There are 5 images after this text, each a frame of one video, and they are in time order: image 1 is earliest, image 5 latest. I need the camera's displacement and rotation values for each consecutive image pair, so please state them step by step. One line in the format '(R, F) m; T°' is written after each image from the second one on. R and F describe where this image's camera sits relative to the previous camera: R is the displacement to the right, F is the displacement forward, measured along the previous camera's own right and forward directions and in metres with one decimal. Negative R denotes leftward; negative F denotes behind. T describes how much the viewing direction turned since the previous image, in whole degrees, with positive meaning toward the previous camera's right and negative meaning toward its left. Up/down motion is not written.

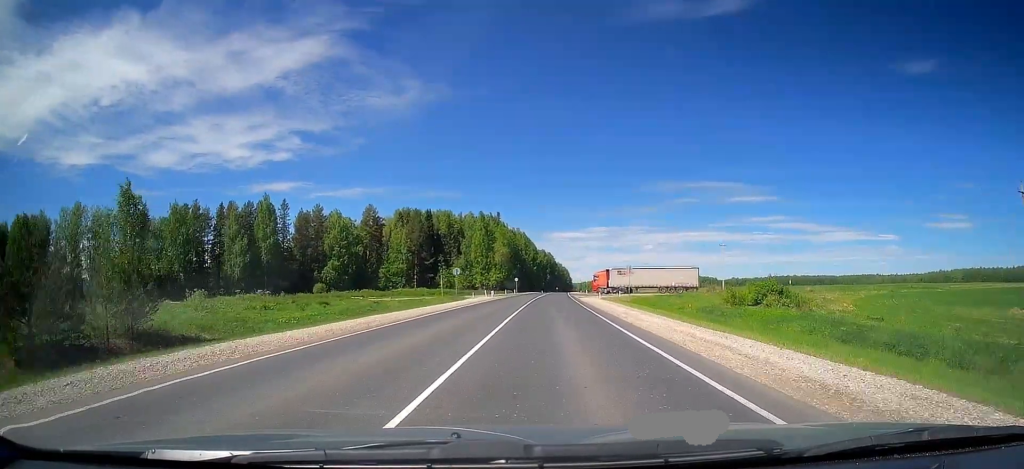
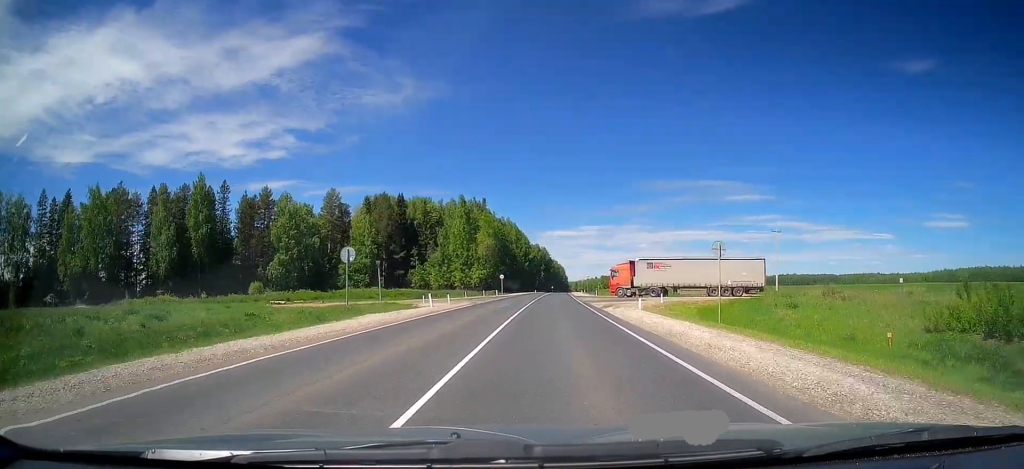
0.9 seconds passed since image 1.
(+0.2, +27.9) m; +1°
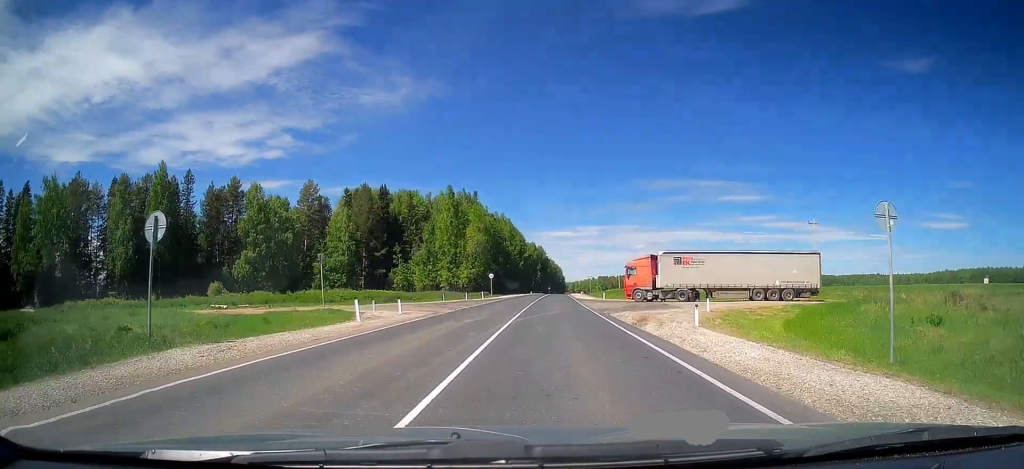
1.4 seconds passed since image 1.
(+0.1, +13.0) m; 0°
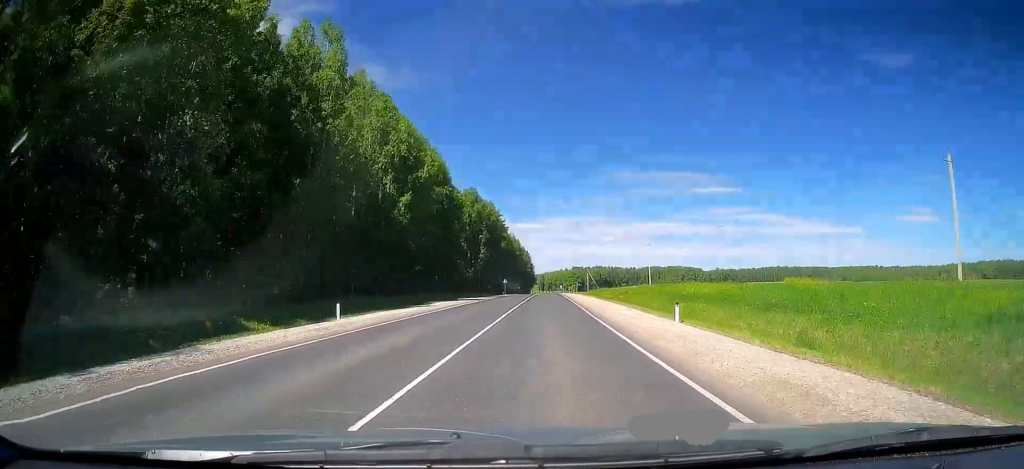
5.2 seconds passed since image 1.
(+2.3, +117.2) m; +3°
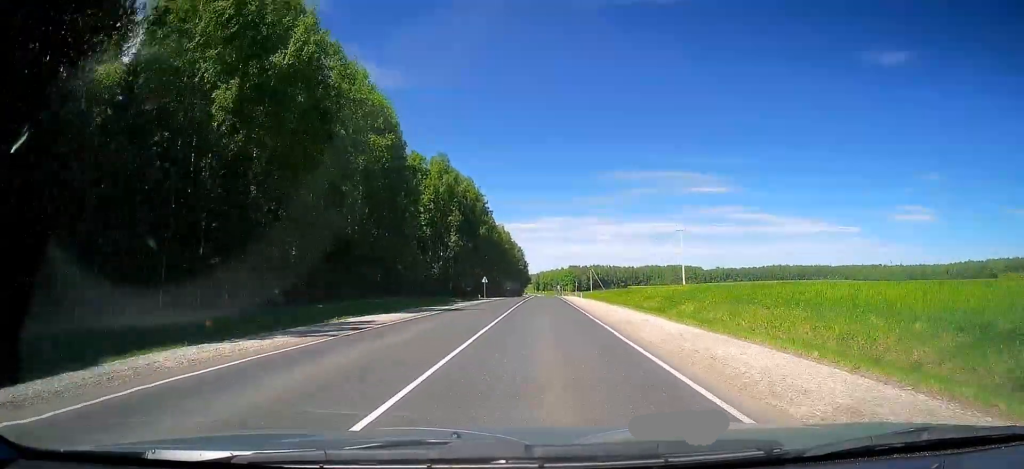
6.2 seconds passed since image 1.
(+0.1, +30.4) m; +1°
